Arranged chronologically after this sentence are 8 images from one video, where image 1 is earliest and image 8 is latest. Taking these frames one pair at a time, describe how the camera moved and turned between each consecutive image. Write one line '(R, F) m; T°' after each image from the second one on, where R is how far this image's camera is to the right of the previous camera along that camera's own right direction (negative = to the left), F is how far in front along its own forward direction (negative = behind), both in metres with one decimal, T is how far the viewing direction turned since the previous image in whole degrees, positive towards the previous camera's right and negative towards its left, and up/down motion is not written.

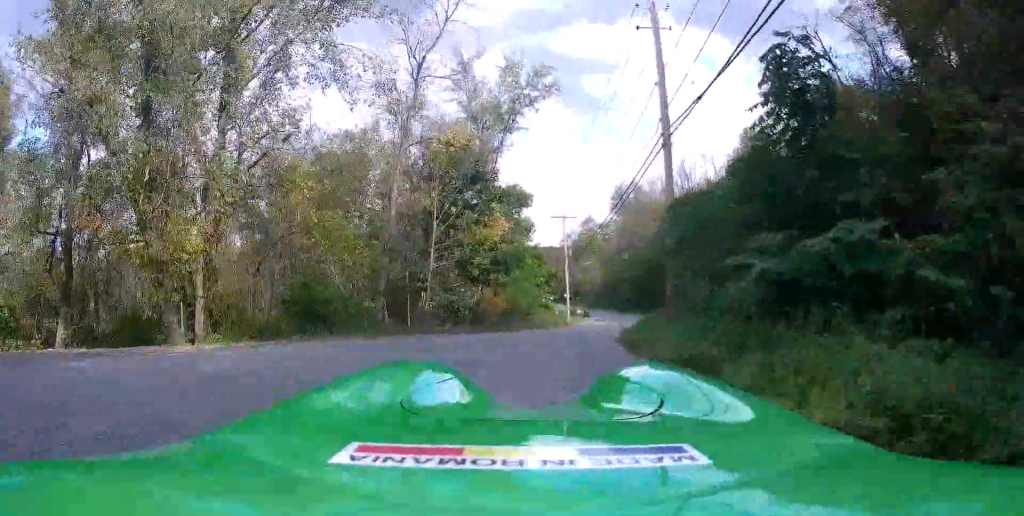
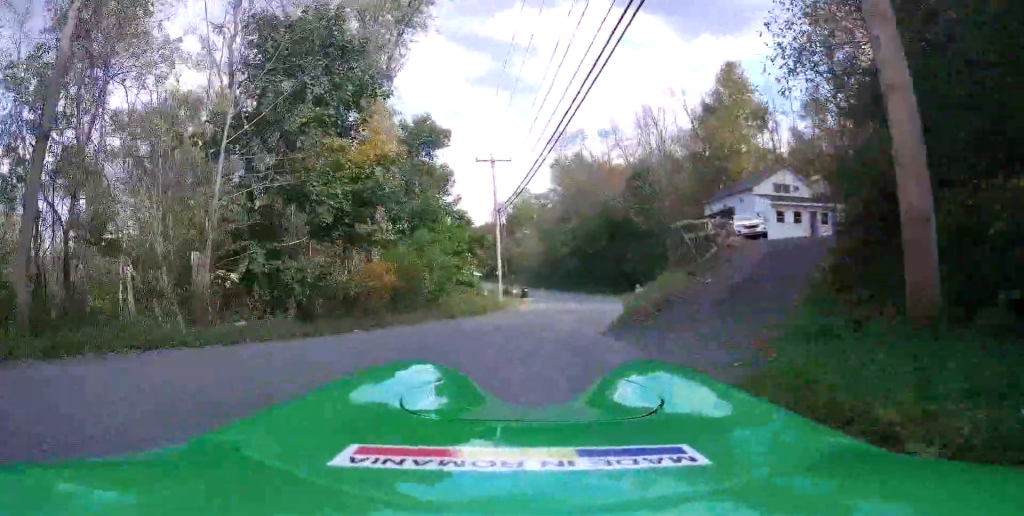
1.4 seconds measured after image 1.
(+1.0, +10.6) m; +56°
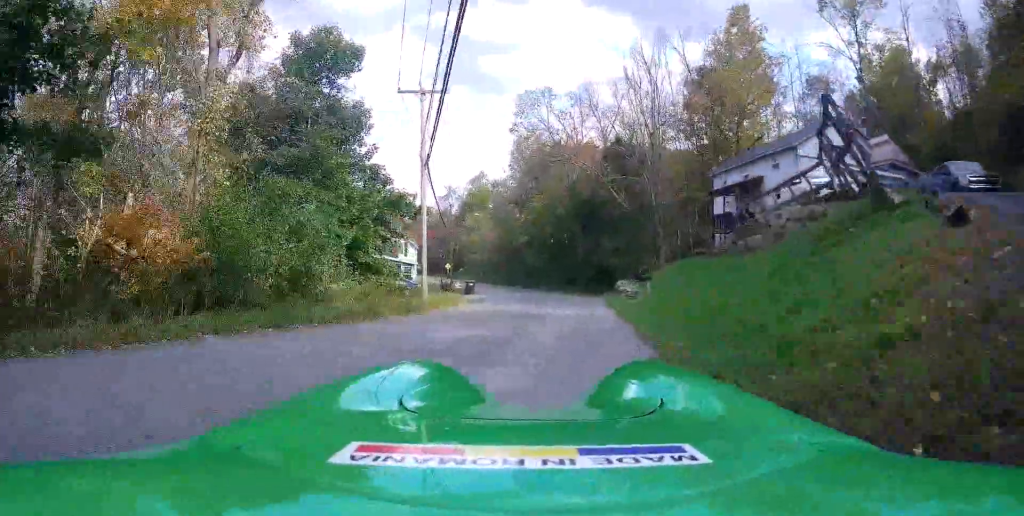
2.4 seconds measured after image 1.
(+4.3, +4.9) m; +48°
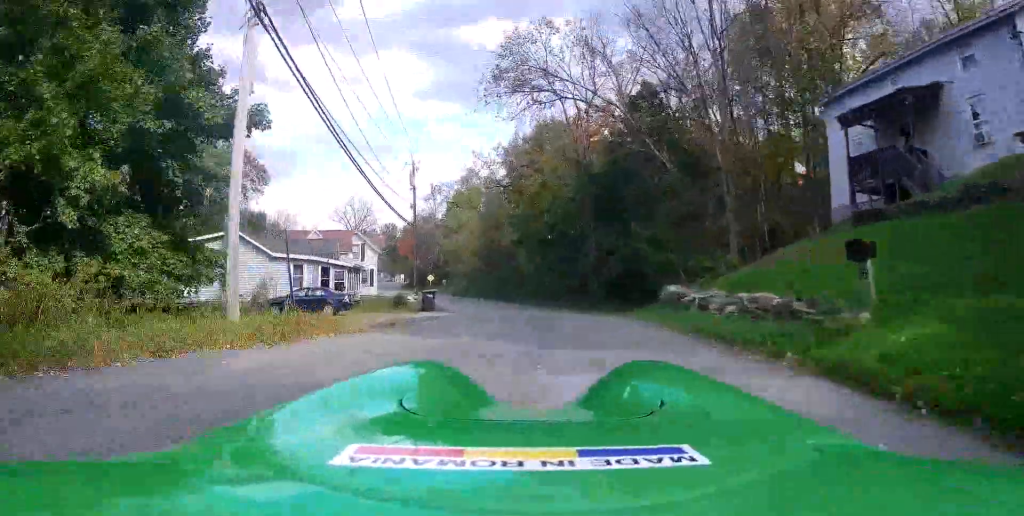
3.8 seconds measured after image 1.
(+3.0, +19.5) m; +9°
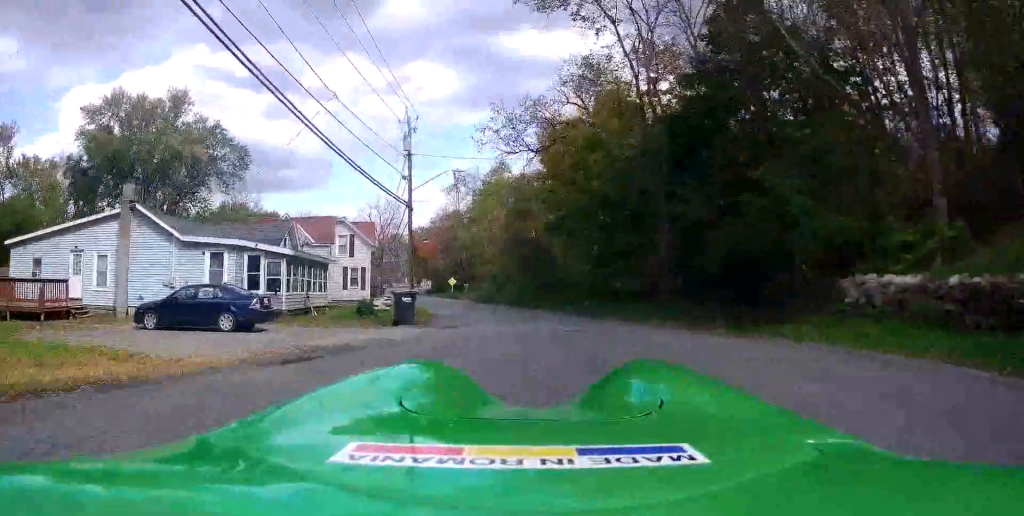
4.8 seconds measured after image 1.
(0.0, +28.8) m; 0°
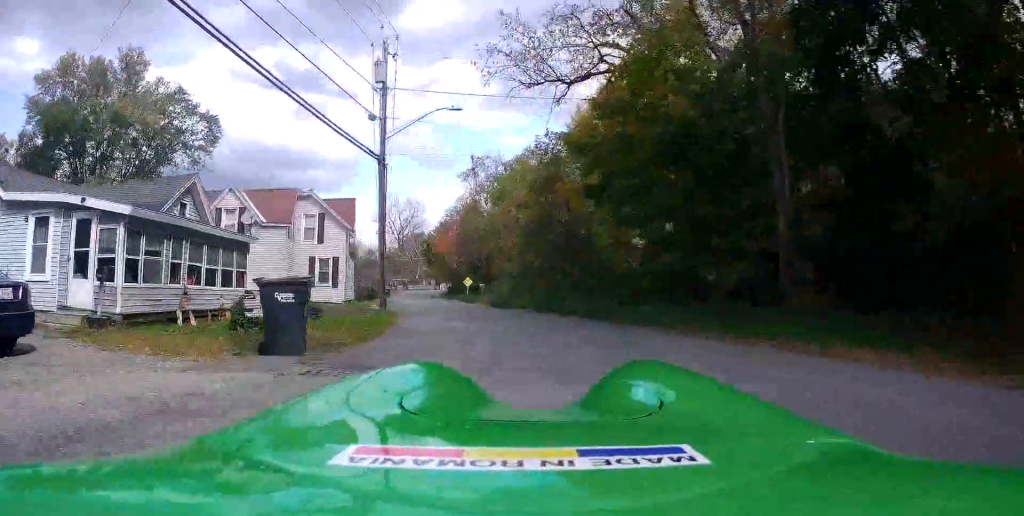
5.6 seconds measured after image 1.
(0.0, +26.8) m; -2°
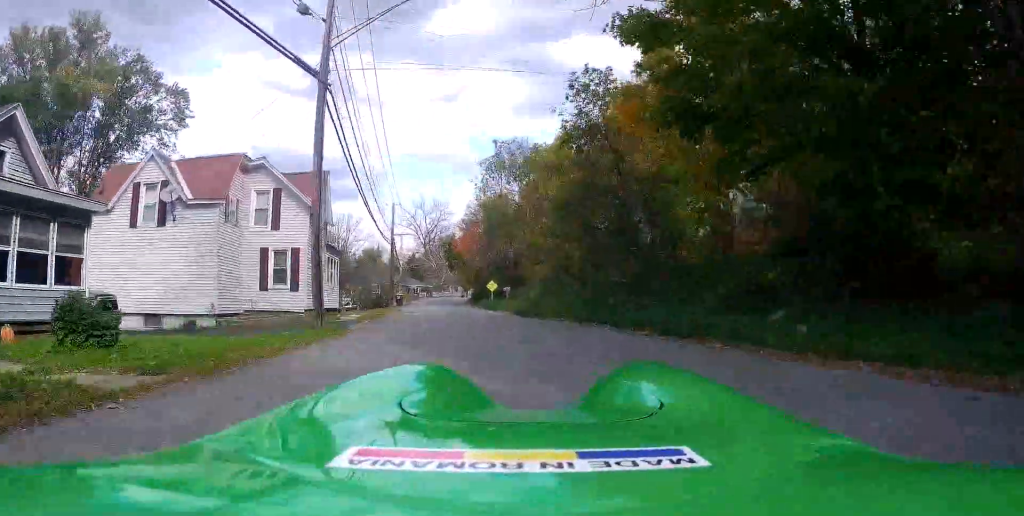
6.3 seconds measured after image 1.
(-0.8, +19.4) m; -5°
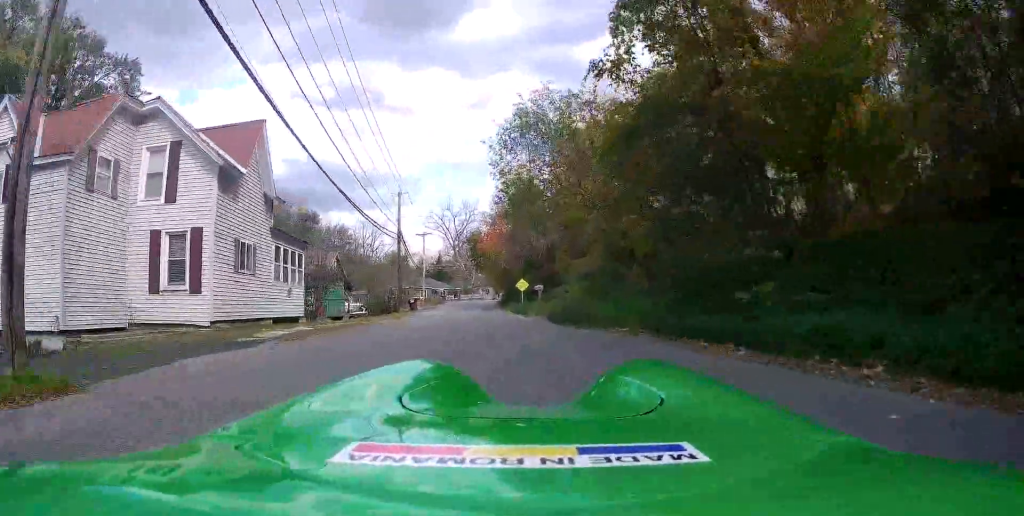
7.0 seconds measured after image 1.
(-0.7, +16.7) m; -7°
